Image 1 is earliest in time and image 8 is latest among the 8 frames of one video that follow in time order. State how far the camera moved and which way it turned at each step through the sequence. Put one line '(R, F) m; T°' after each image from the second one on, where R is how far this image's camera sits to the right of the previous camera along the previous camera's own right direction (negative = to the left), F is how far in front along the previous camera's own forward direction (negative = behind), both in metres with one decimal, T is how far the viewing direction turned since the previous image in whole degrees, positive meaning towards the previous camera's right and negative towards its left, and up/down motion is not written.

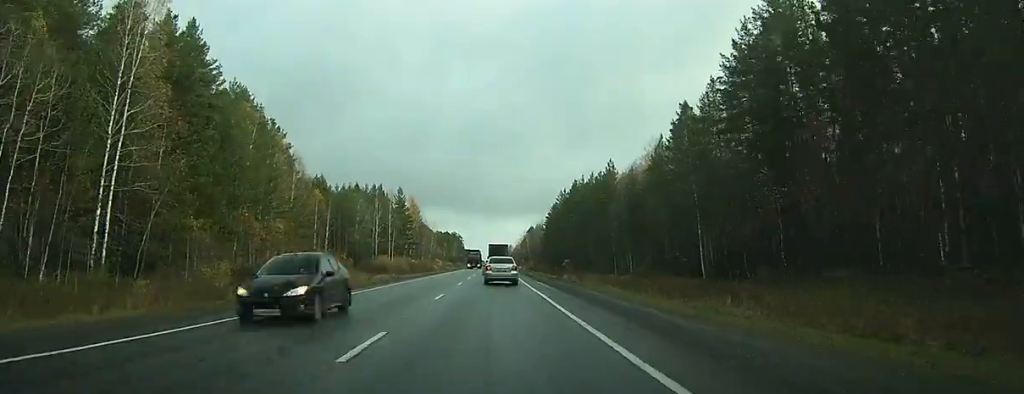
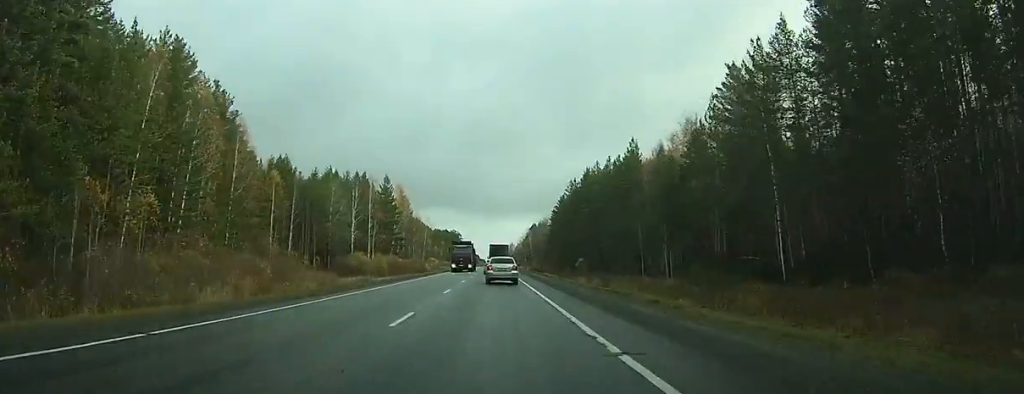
(+0.1, +19.4) m; 0°
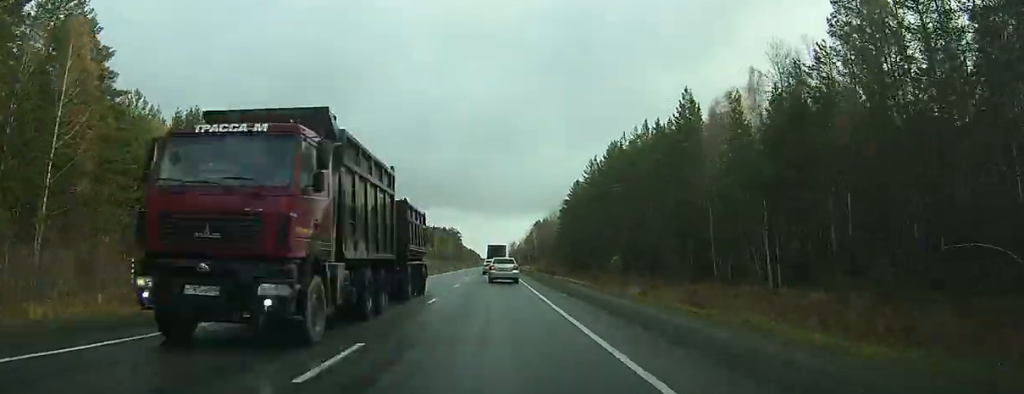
(-0.3, +28.5) m; 0°
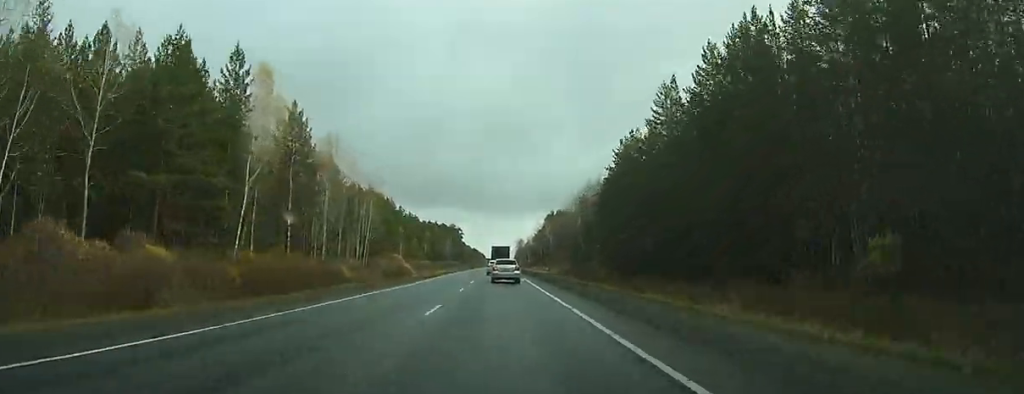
(0.0, +52.9) m; 0°
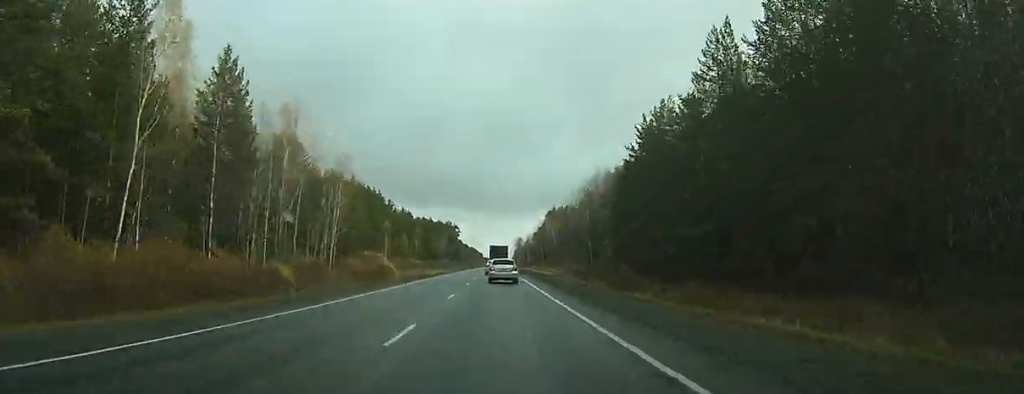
(0.0, +17.0) m; 0°
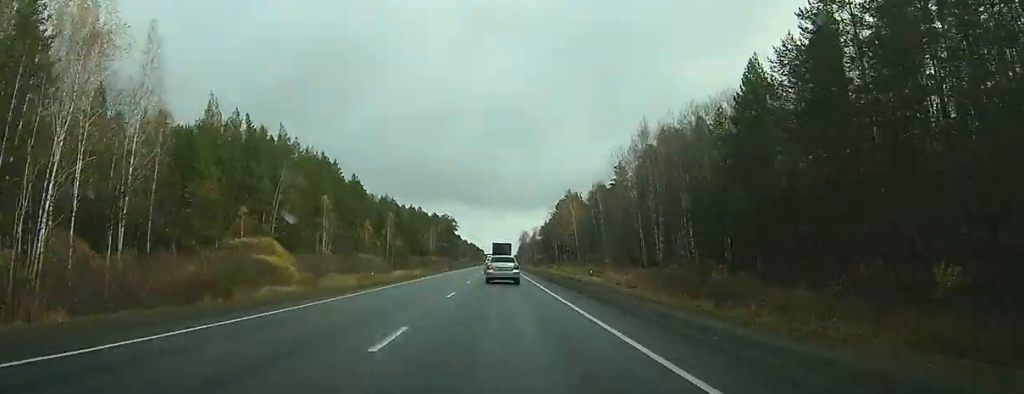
(-0.1, +47.3) m; -1°
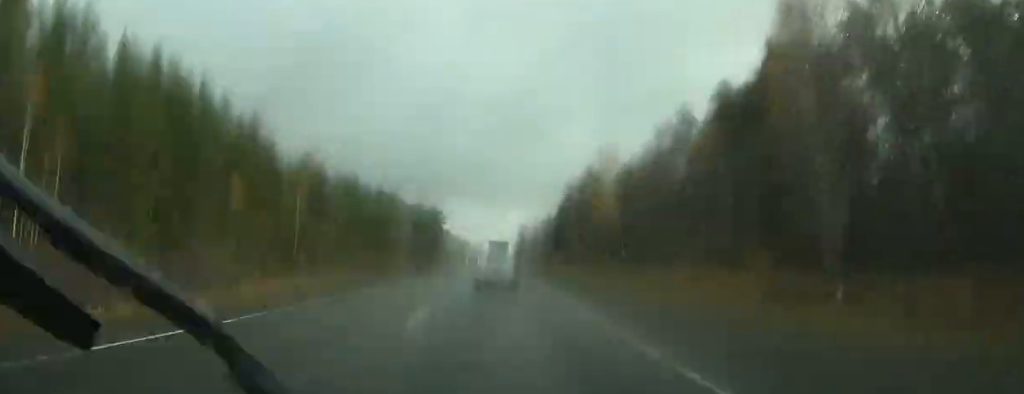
(-0.3, +53.3) m; 0°
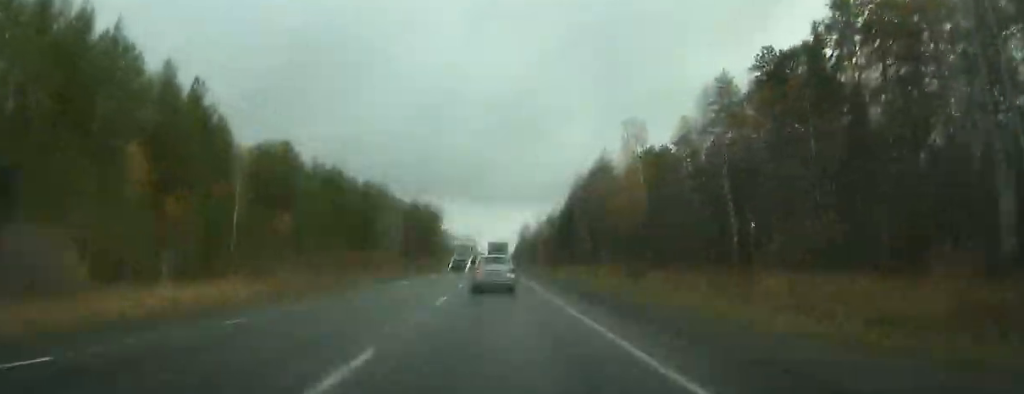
(0.0, +16.9) m; 0°
